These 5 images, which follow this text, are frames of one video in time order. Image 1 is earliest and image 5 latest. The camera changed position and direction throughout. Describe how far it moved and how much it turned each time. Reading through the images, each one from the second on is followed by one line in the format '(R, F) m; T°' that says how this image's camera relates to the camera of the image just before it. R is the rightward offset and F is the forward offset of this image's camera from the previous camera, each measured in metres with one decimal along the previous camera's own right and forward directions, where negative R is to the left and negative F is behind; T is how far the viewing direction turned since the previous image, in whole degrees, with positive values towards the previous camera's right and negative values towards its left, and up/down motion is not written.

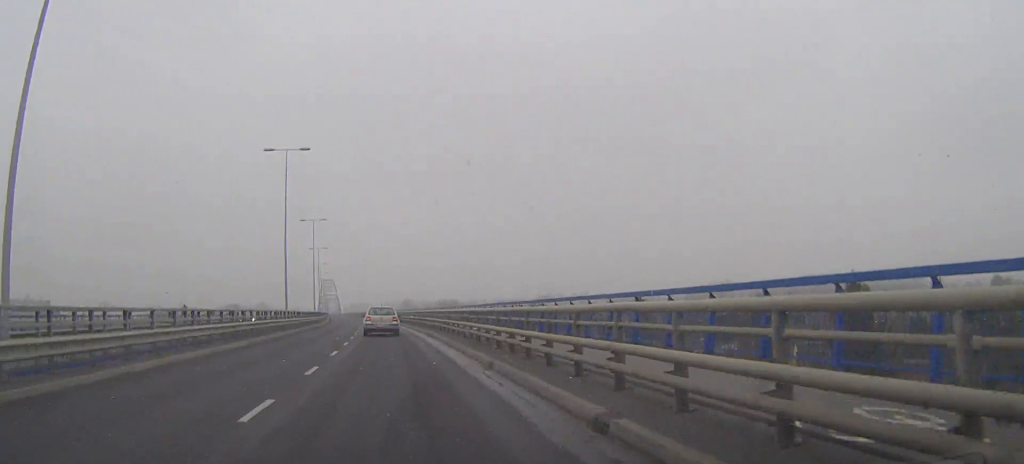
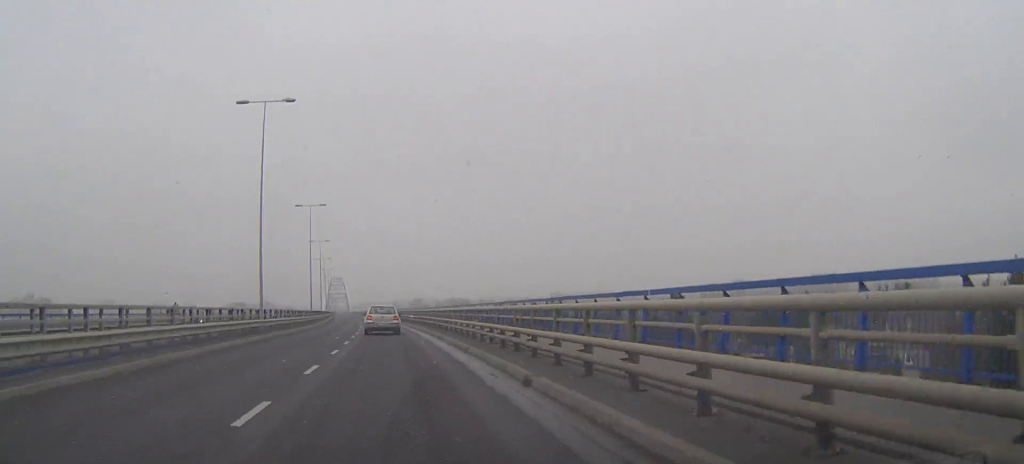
(-0.1, +12.7) m; -1°
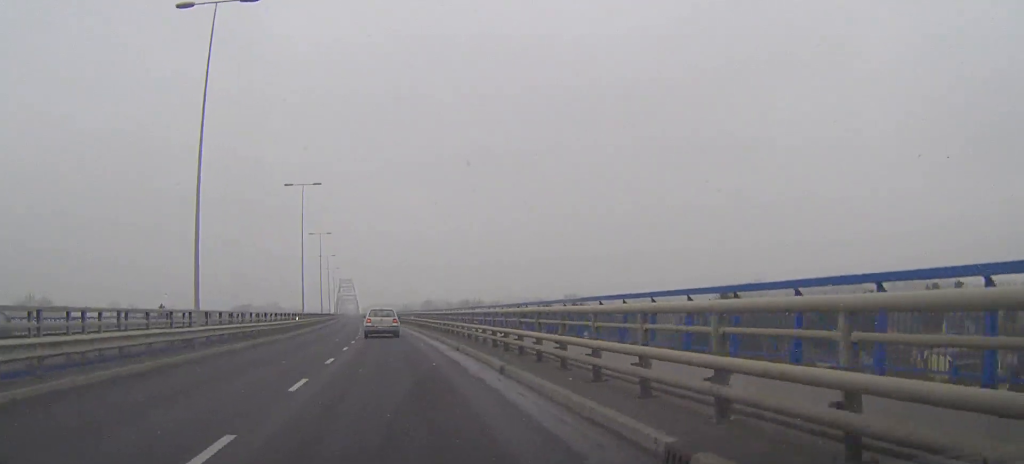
(-0.1, +14.2) m; -1°
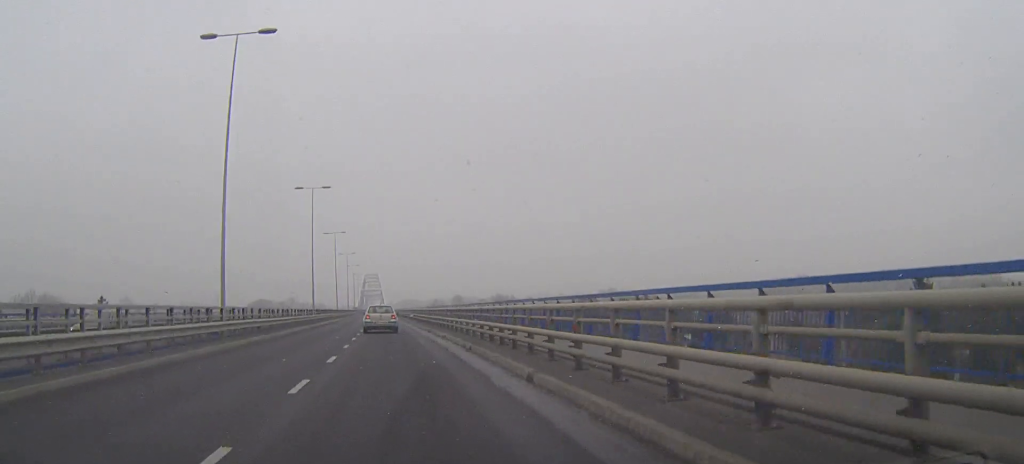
(-0.7, +36.5) m; -2°
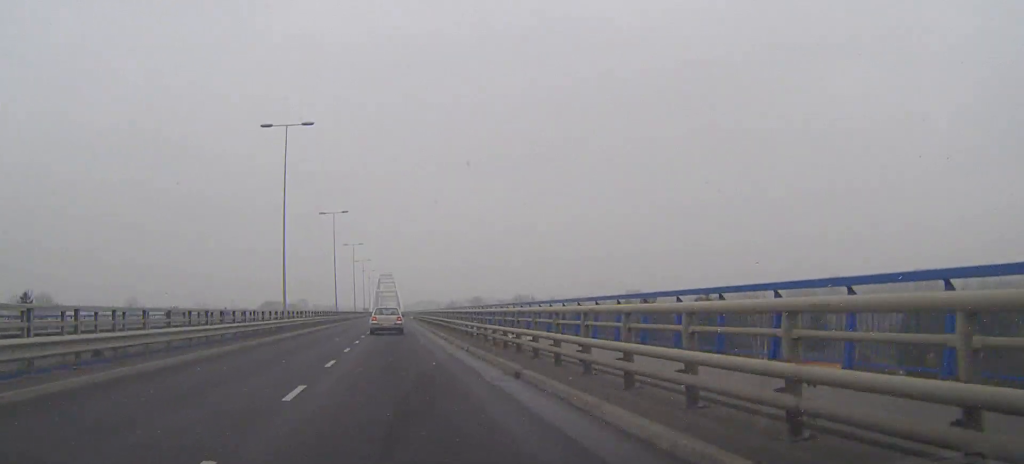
(-0.3, +24.6) m; -1°
